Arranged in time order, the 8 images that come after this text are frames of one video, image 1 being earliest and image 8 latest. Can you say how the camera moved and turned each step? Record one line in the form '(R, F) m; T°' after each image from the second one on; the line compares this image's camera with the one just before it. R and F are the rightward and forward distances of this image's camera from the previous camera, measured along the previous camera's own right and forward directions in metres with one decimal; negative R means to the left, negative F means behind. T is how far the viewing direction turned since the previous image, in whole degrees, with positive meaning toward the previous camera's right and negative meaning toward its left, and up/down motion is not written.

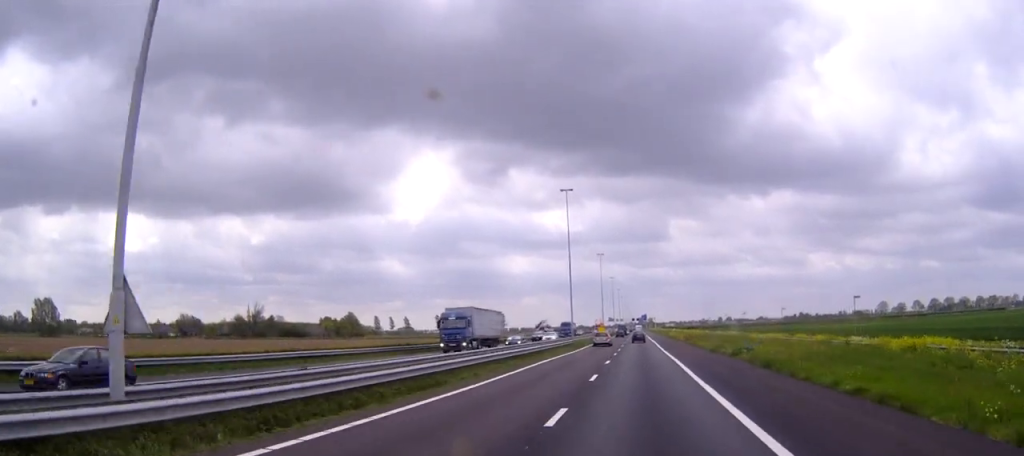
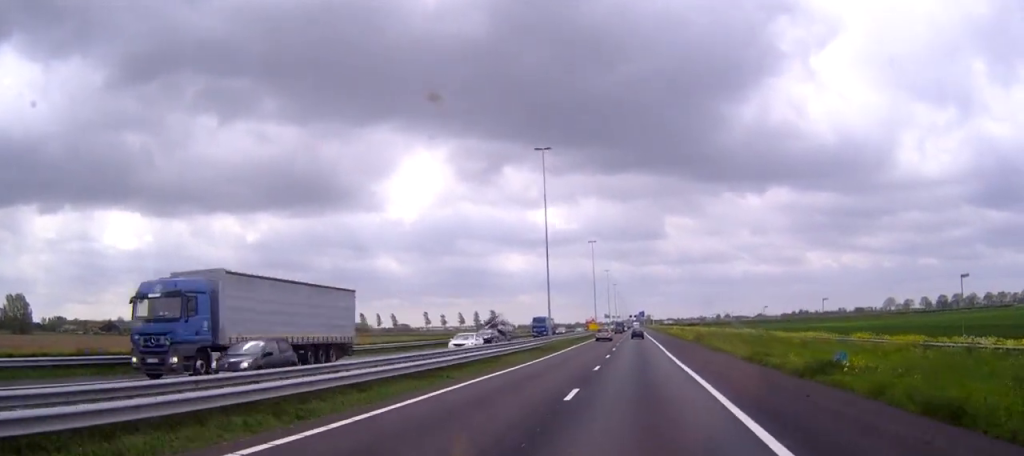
(0.0, +20.1) m; 0°
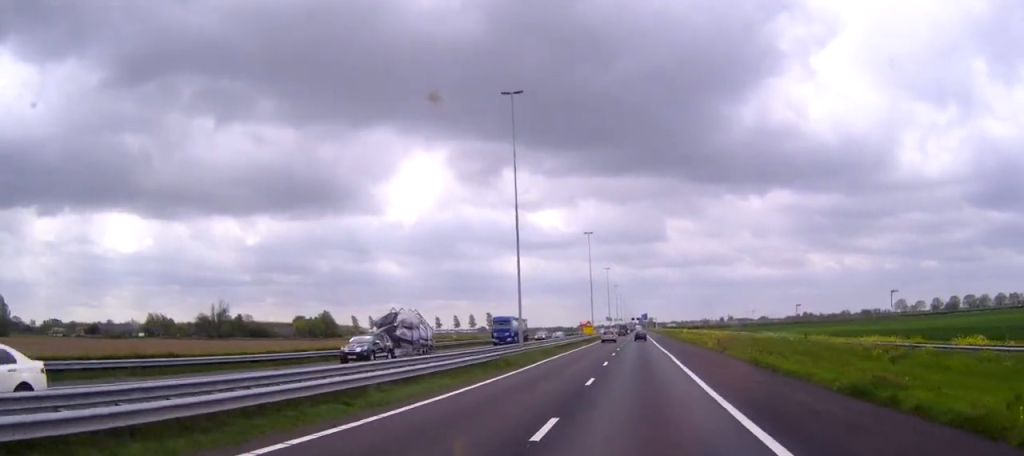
(+0.1, +17.9) m; +1°
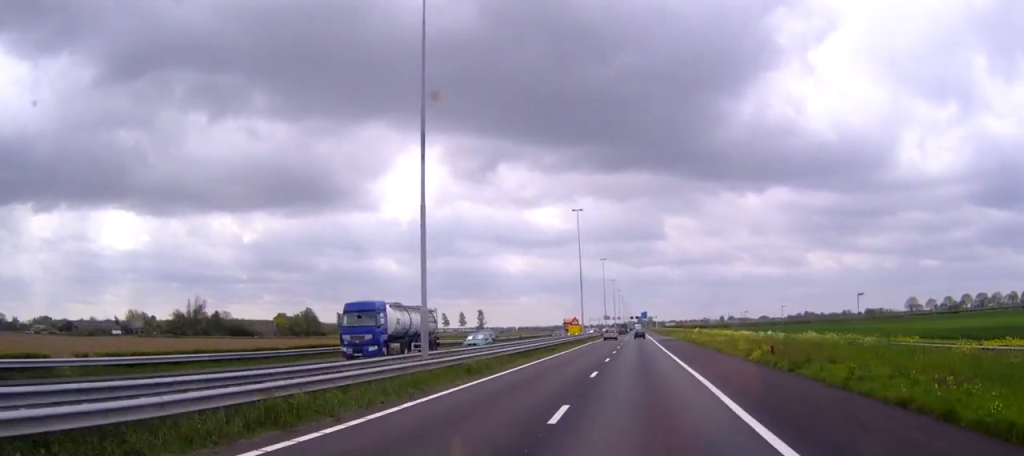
(+0.2, +22.2) m; 0°
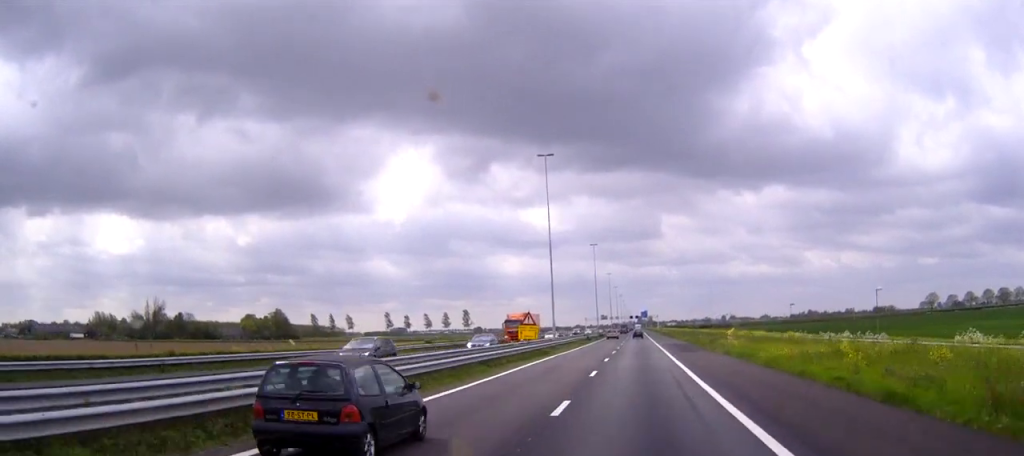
(-0.3, +34.7) m; -1°
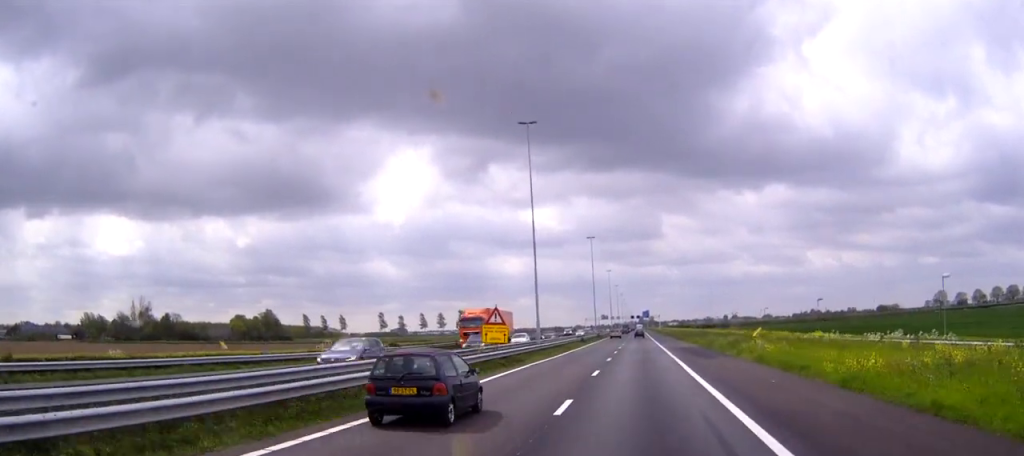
(0.0, +11.8) m; 0°
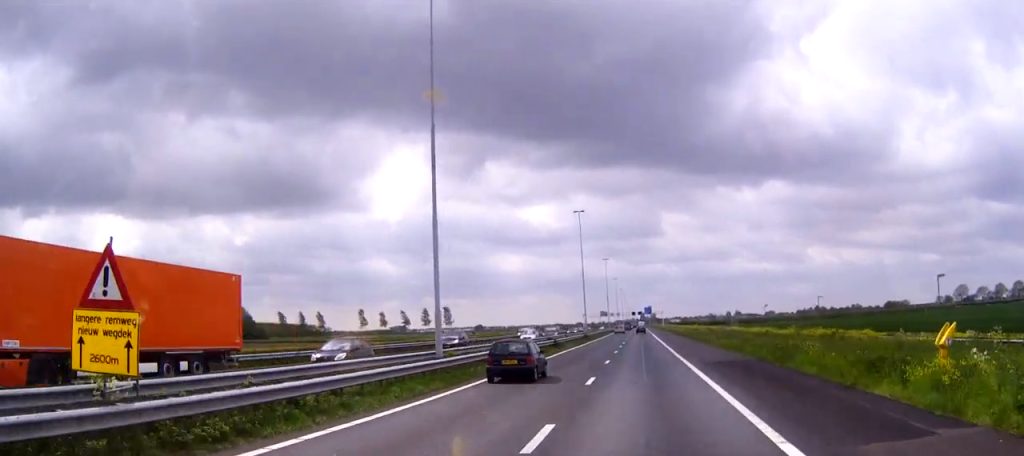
(-0.1, +28.7) m; 0°
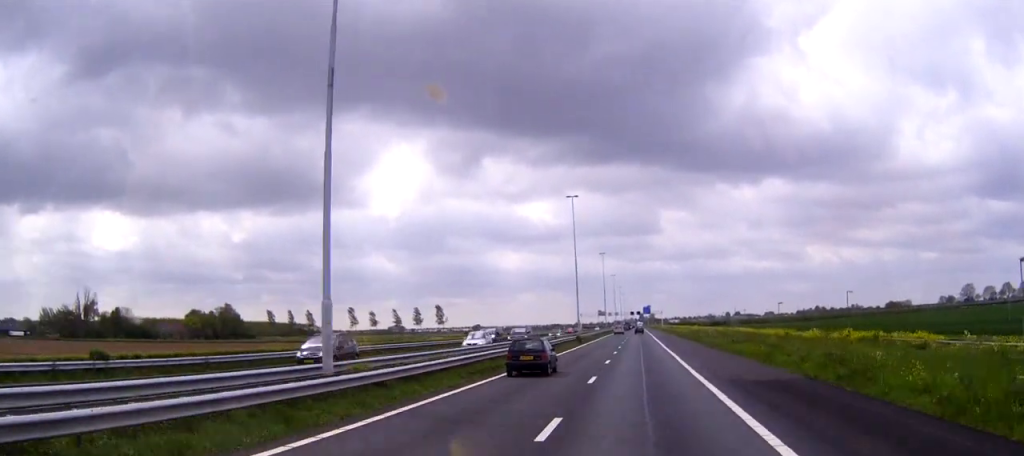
(0.0, +10.3) m; 0°
